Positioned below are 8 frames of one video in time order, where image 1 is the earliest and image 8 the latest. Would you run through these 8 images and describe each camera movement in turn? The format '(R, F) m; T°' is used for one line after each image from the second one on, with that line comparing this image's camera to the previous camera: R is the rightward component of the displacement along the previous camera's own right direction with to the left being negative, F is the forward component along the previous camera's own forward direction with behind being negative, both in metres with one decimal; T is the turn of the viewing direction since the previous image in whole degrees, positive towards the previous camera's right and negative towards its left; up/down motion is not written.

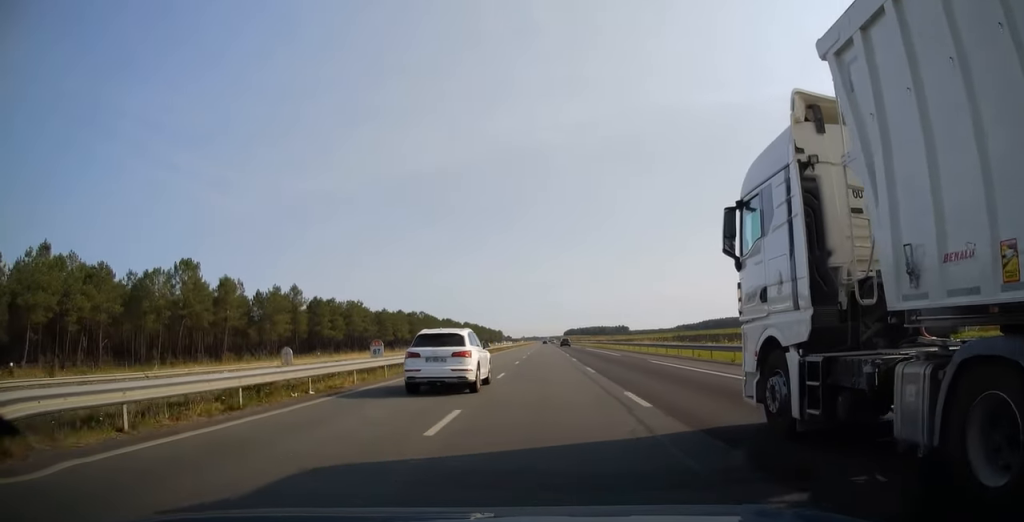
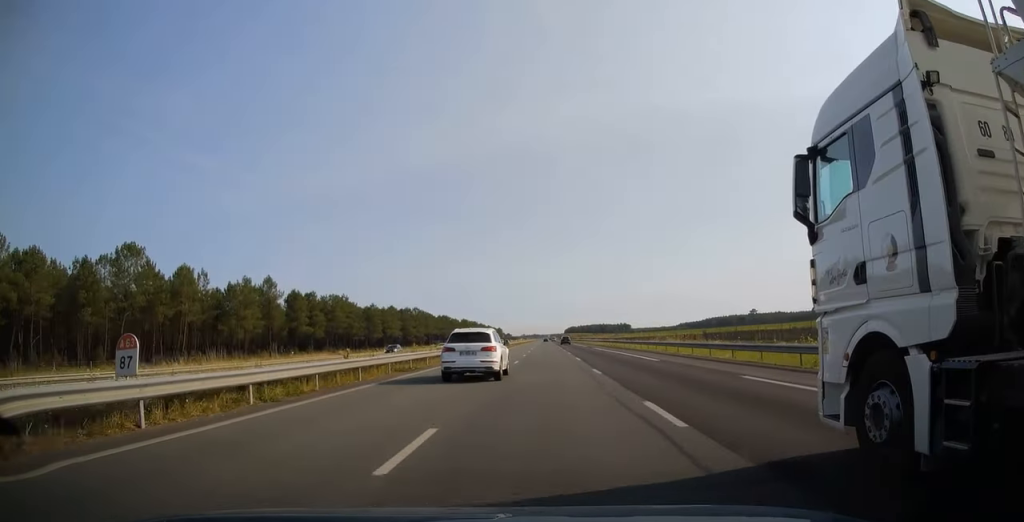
(0.0, +15.6) m; 0°
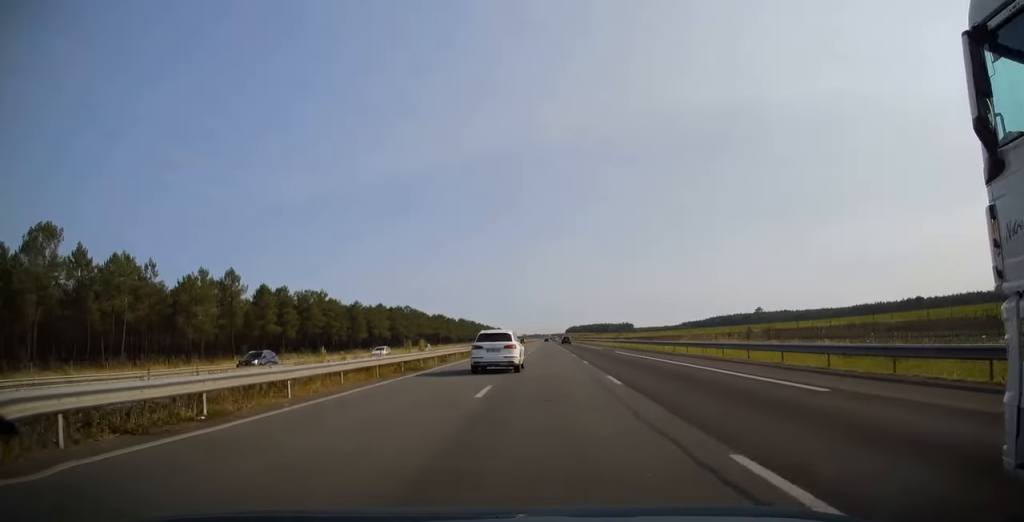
(0.0, +18.1) m; 0°
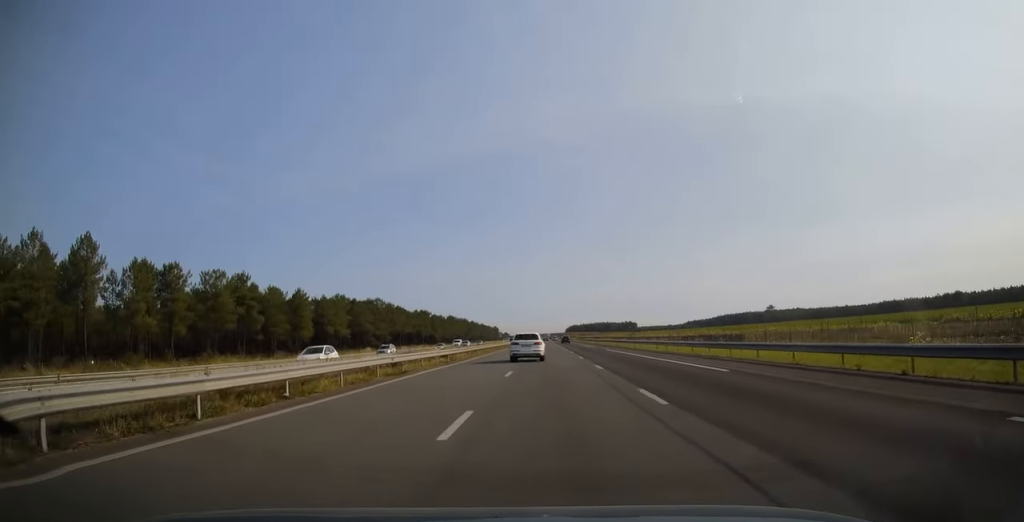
(0.0, +44.5) m; 0°
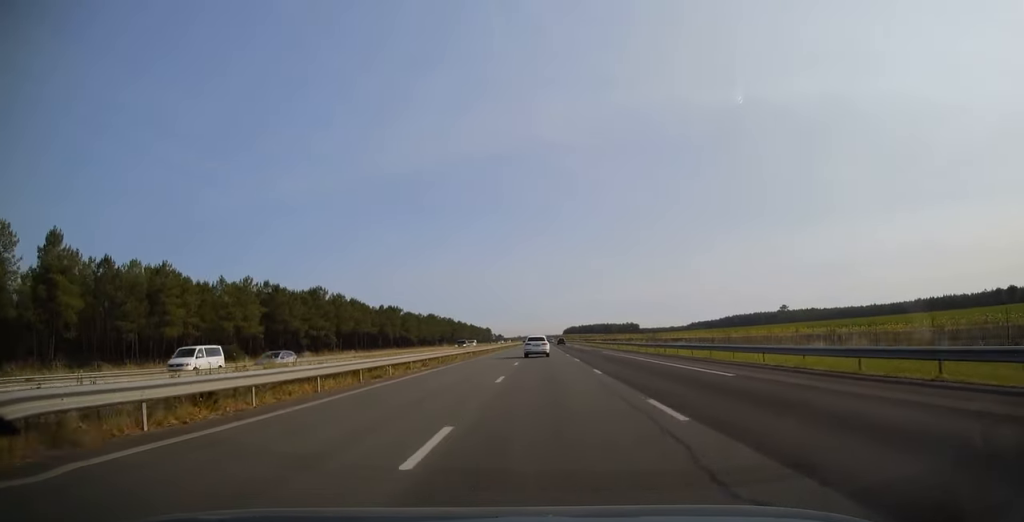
(+0.2, +53.5) m; 0°
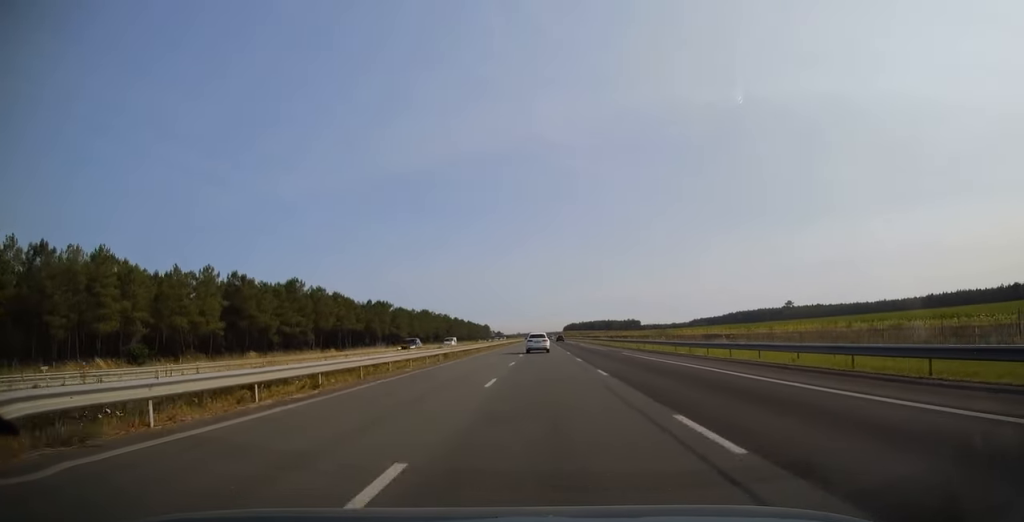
(0.0, +15.7) m; 0°
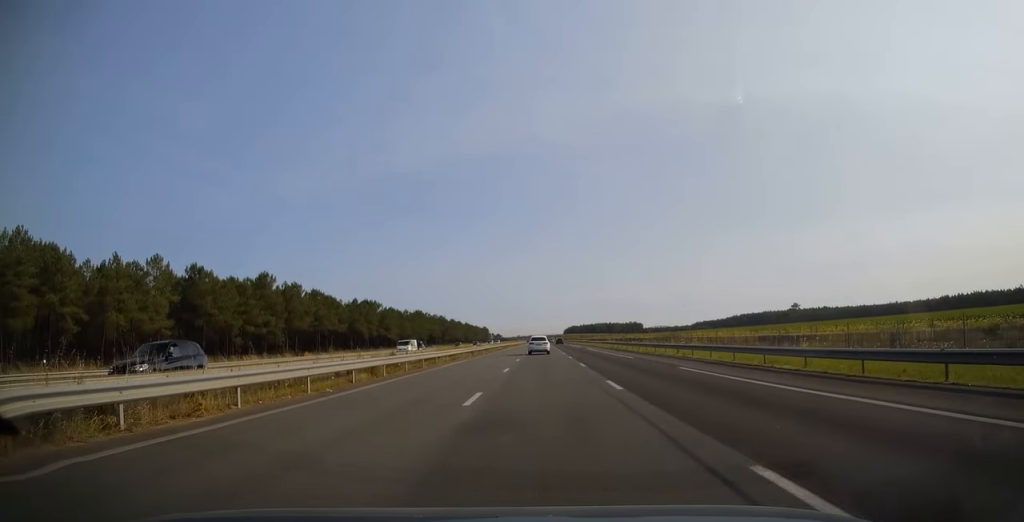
(0.0, +16.7) m; 0°
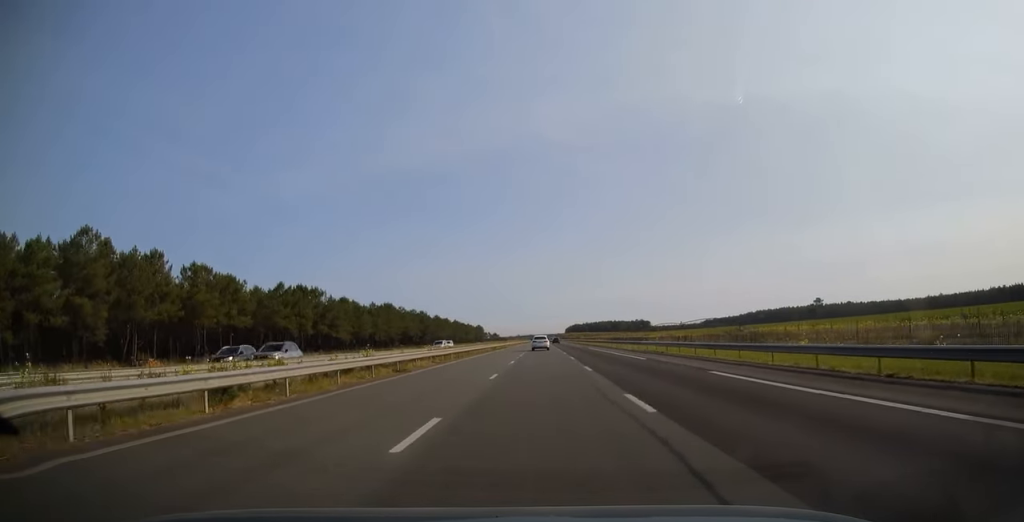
(-0.1, +57.1) m; 0°
